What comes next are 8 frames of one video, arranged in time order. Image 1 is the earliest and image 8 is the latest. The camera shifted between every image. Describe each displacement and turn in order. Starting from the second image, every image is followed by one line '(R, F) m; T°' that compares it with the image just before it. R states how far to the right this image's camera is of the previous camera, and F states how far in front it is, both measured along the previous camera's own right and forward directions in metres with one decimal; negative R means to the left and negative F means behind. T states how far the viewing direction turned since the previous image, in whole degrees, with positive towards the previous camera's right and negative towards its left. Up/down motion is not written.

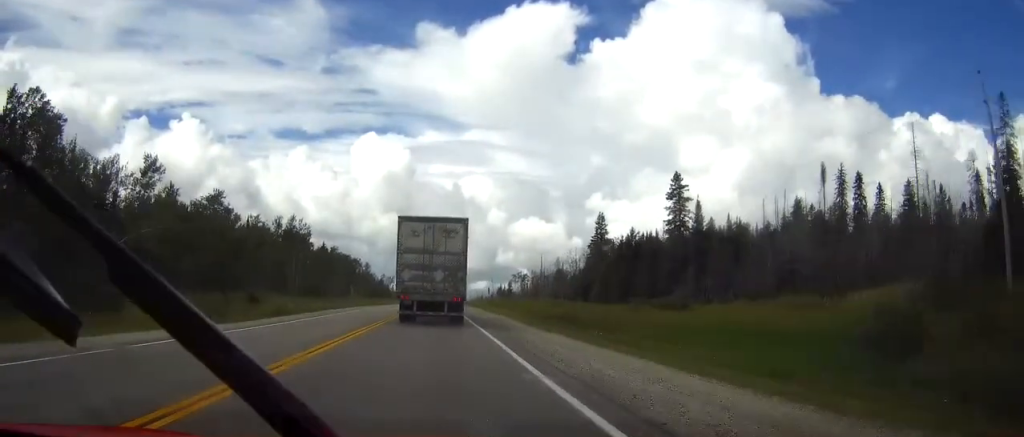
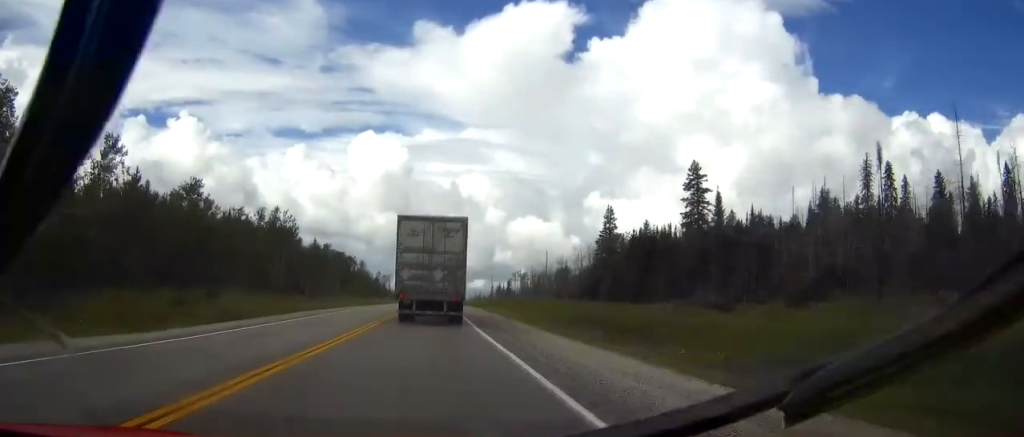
(0.0, +9.9) m; 0°
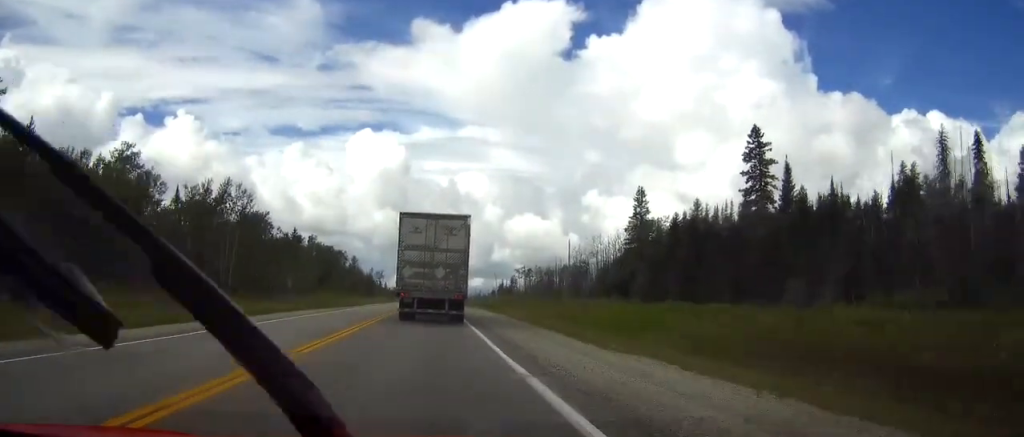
(0.0, +23.7) m; 0°
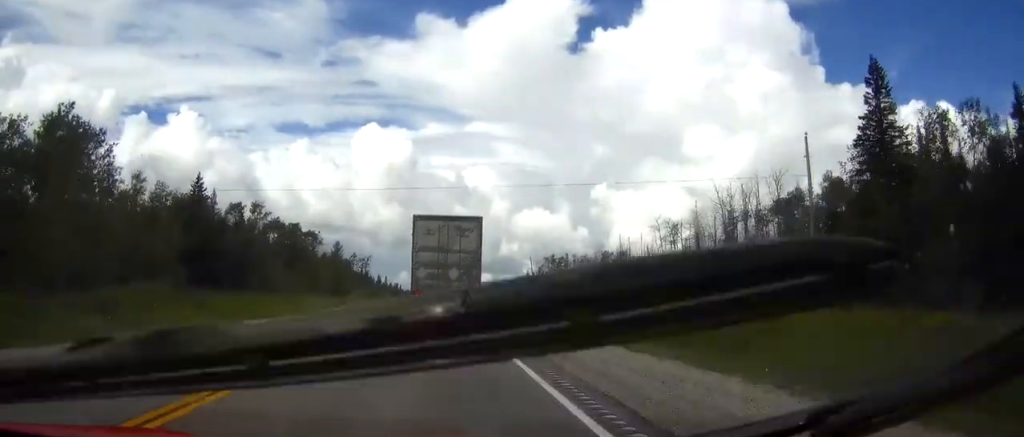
(0.0, +69.8) m; 0°
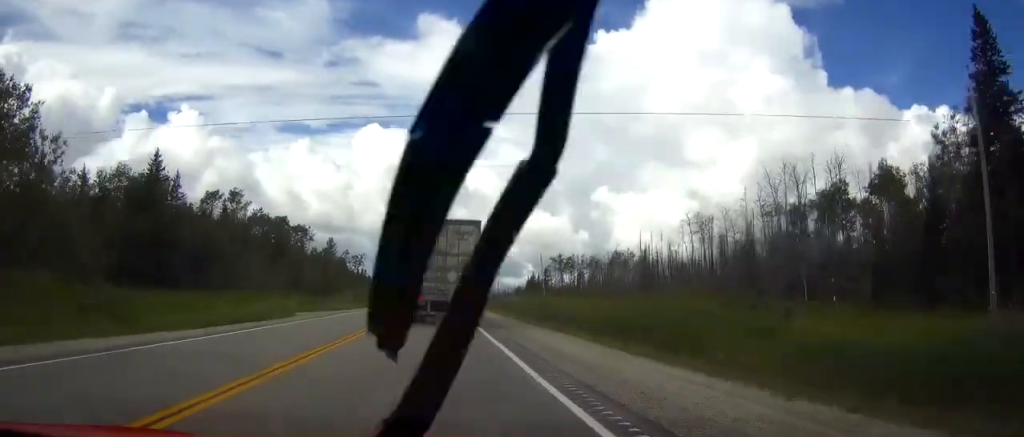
(0.0, +15.1) m; 0°
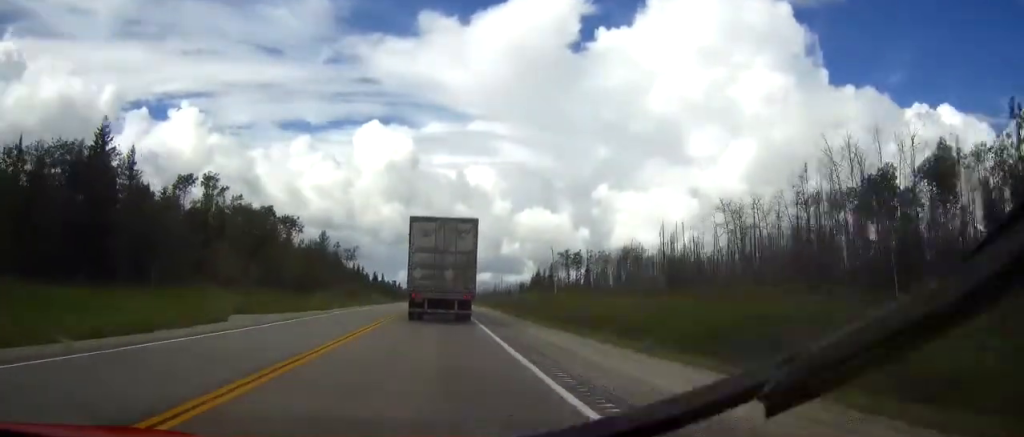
(0.0, +13.7) m; 0°
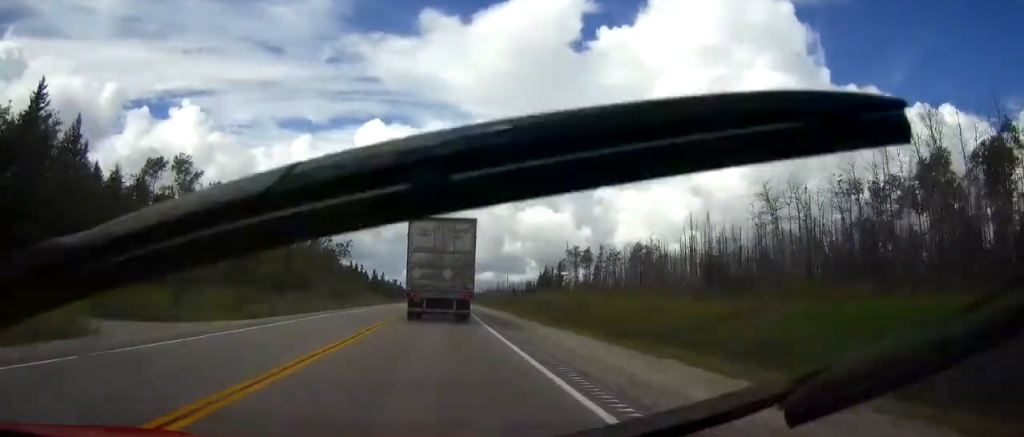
(0.0, +12.9) m; 0°
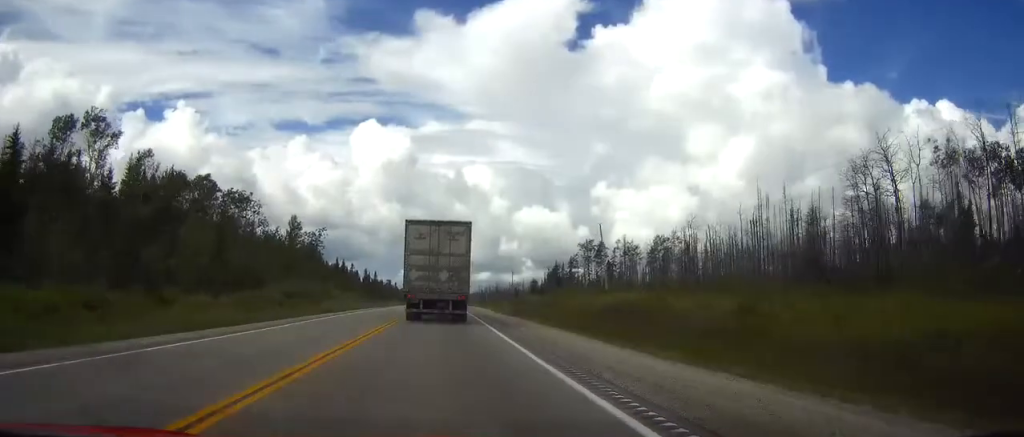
(0.0, +26.1) m; 0°
